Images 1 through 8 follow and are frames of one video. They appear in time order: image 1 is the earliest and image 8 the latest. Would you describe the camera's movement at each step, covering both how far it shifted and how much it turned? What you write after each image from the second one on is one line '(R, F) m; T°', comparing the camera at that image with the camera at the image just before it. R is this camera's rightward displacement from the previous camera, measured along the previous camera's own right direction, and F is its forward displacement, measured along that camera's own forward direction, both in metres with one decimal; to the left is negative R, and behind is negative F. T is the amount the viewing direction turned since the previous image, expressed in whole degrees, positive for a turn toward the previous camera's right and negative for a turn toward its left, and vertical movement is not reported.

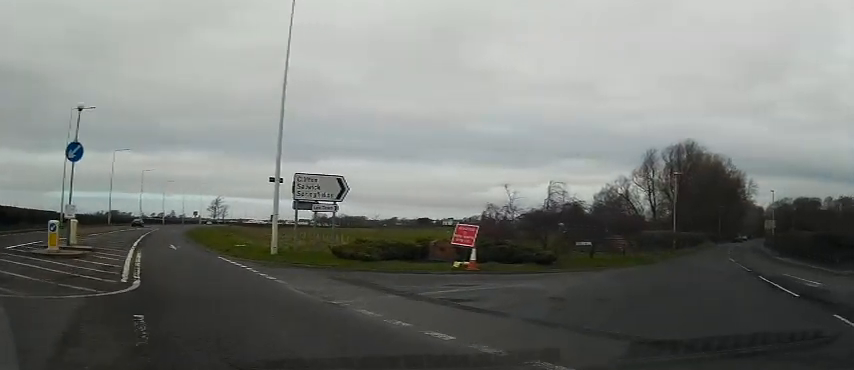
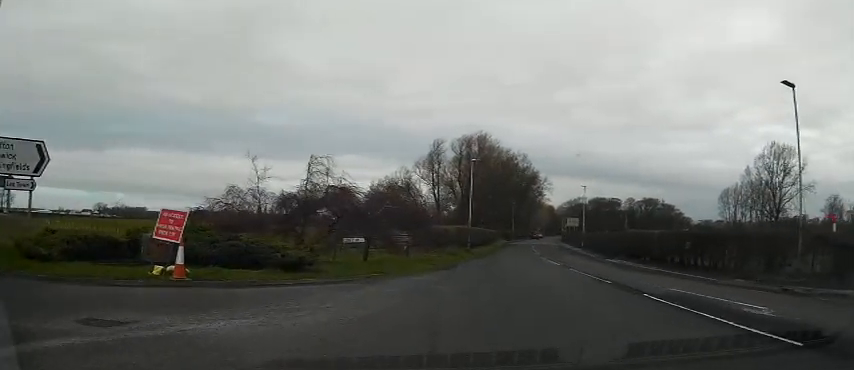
(+0.8, +5.9) m; +17°
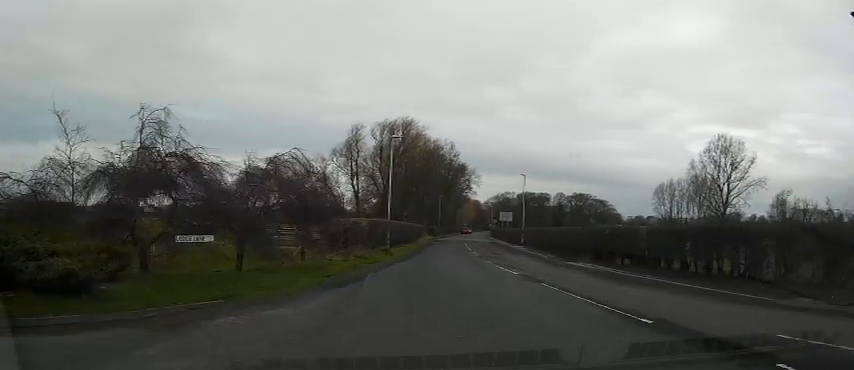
(+0.7, +6.7) m; +7°
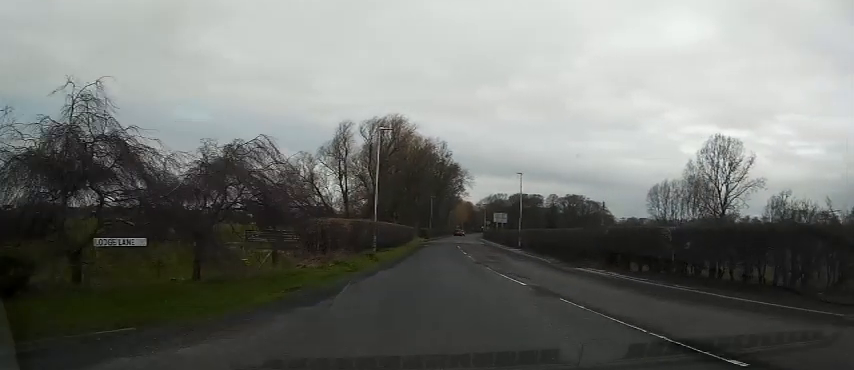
(0.0, +3.2) m; +1°
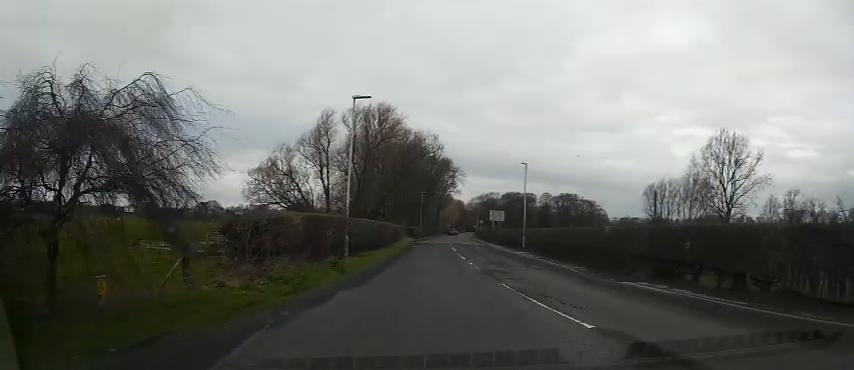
(+0.1, +6.6) m; +1°
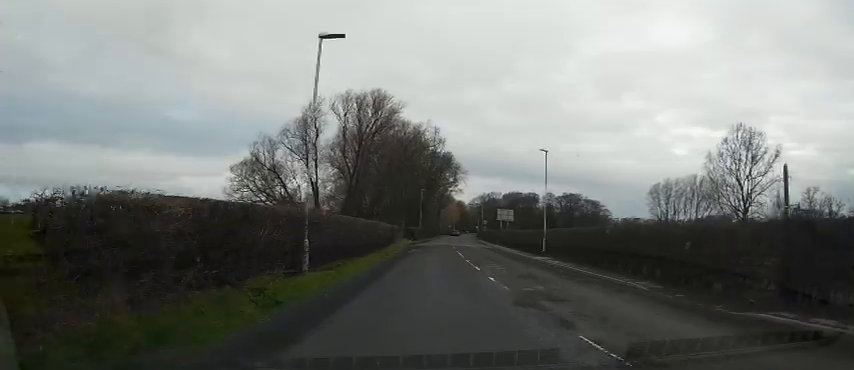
(+0.1, +6.9) m; 0°
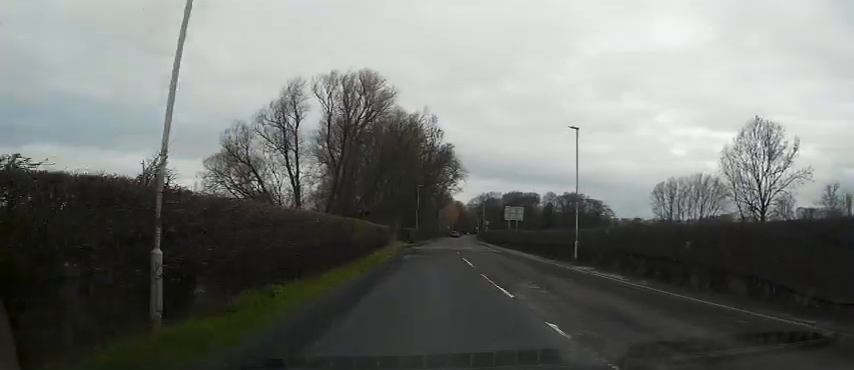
(-0.1, +7.5) m; -1°
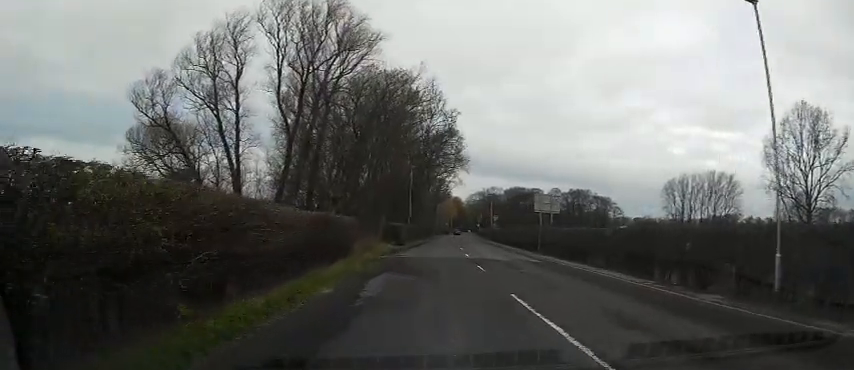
(-0.2, +15.6) m; -1°
